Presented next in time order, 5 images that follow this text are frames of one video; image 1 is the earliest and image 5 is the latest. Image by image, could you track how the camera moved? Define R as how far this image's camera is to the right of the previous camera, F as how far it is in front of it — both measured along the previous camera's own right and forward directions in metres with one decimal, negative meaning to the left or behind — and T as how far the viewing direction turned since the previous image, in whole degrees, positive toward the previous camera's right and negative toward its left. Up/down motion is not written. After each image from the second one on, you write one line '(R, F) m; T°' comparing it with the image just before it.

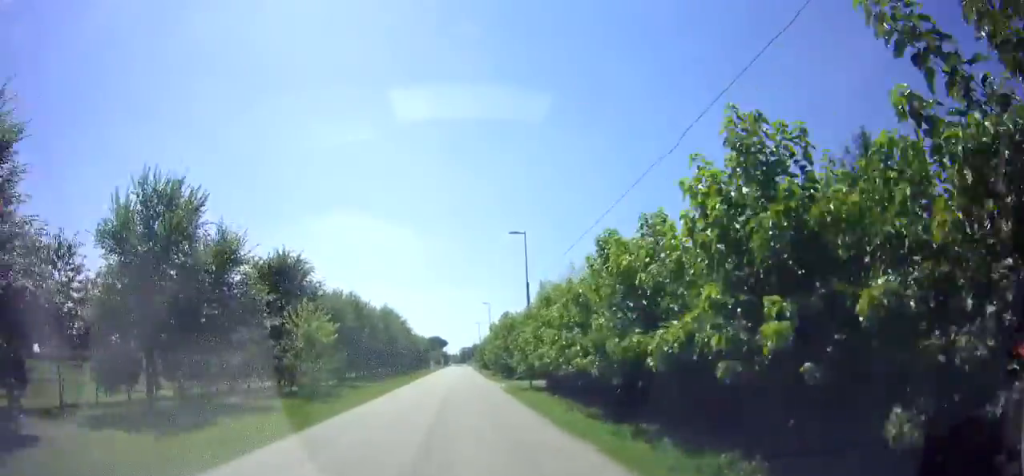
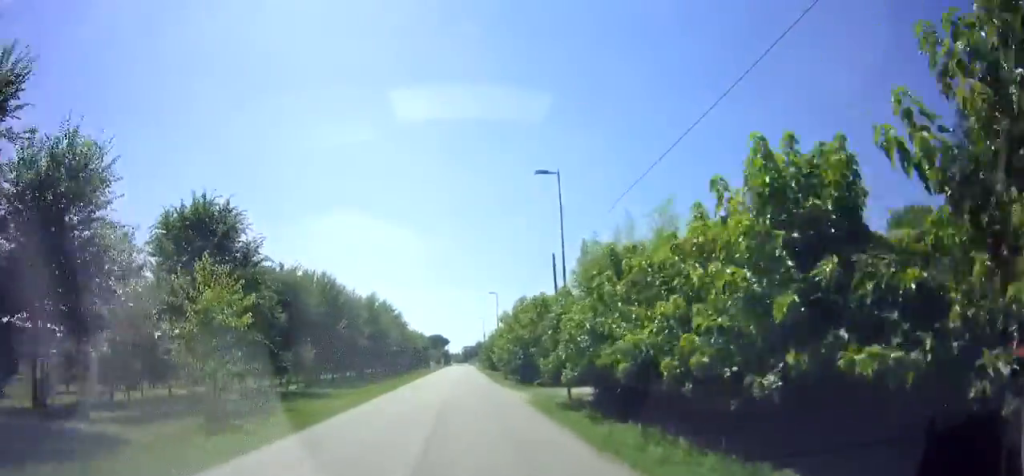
(0.0, +9.0) m; 0°
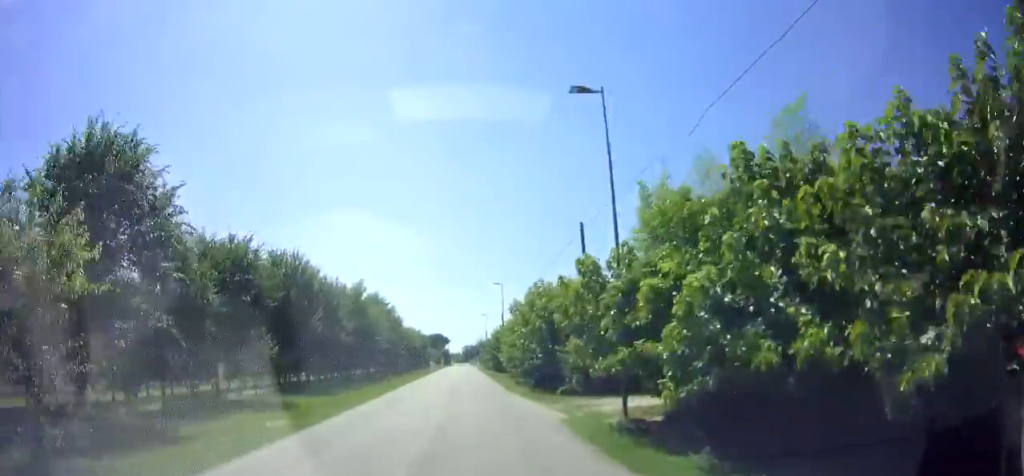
(0.0, +6.2) m; 0°
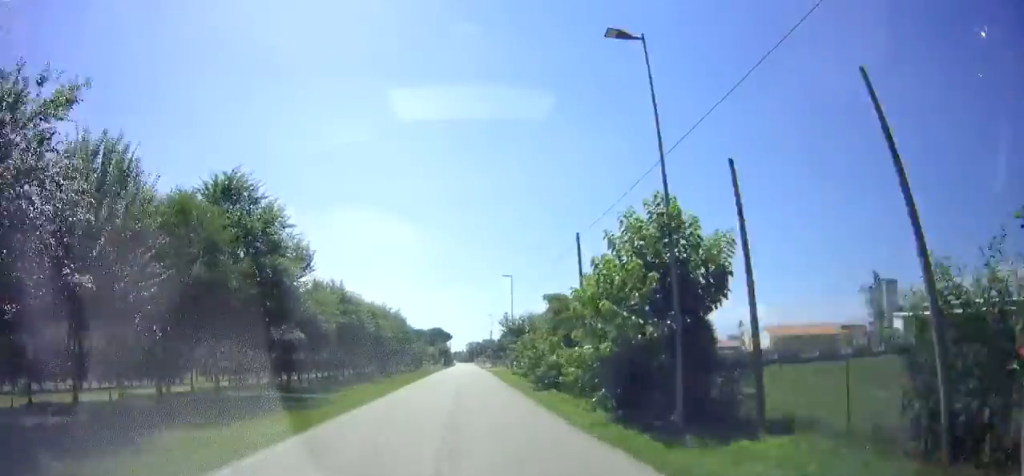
(-0.4, +38.2) m; +1°
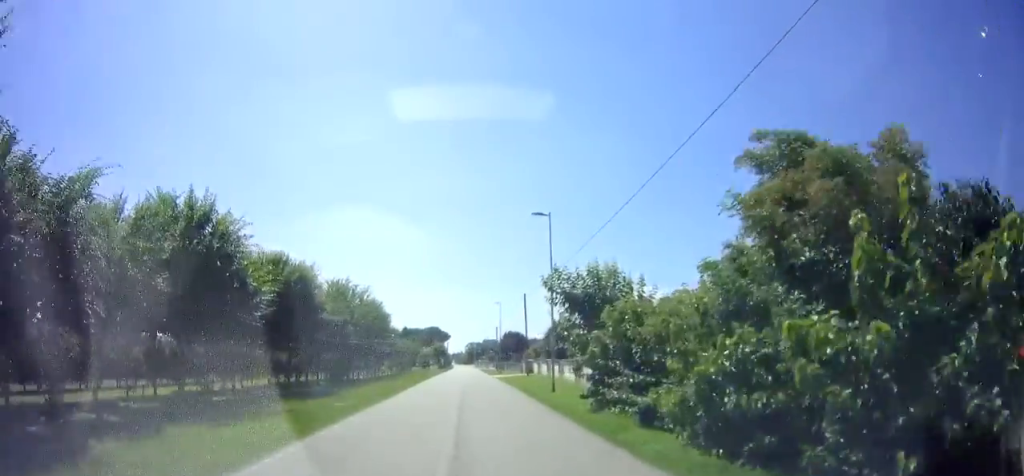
(+0.2, +19.3) m; +1°
